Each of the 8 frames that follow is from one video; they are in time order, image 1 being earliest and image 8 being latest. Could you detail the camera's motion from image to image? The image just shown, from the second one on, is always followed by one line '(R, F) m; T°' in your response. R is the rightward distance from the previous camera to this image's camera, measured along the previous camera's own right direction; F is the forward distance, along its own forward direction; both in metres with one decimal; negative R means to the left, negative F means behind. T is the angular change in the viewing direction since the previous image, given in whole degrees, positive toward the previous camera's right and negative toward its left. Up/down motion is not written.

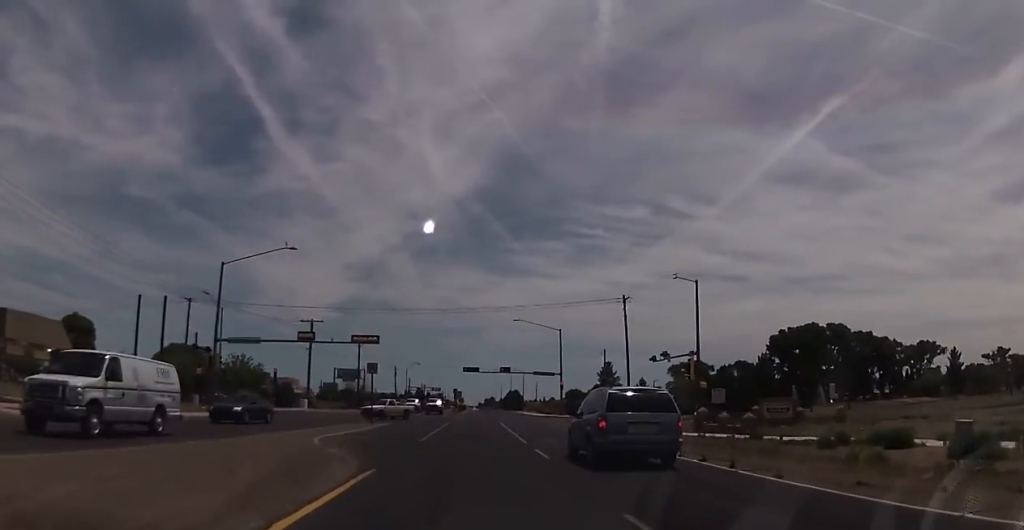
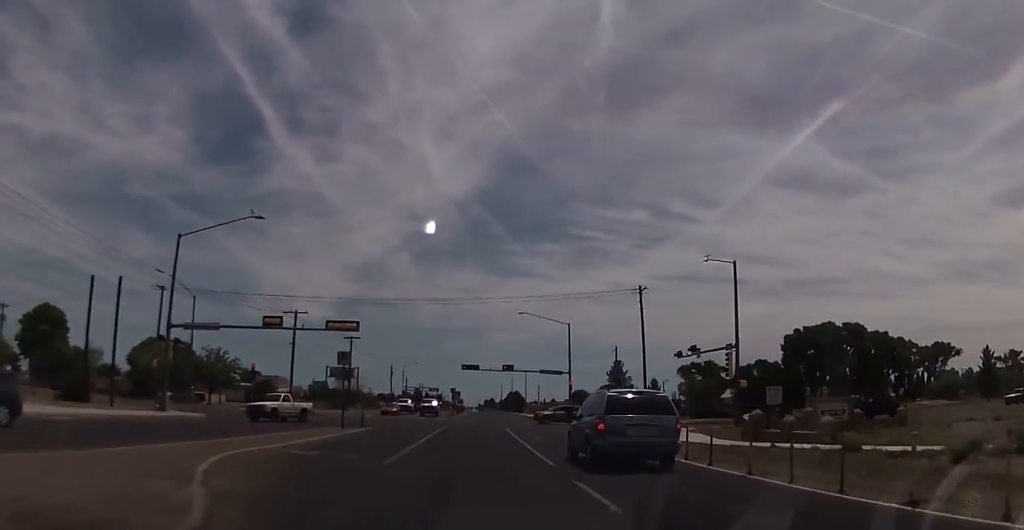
(0.0, +8.3) m; 0°
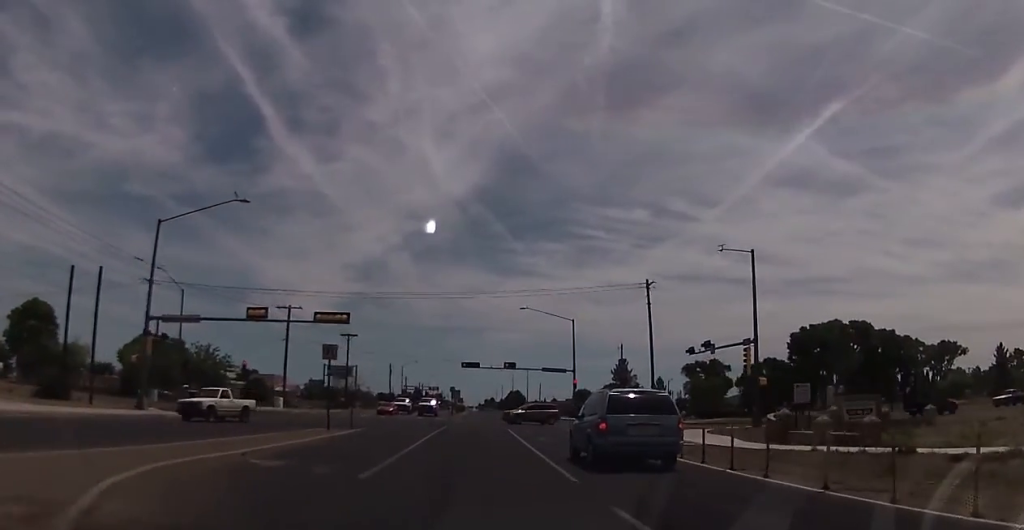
(0.0, +3.1) m; 0°
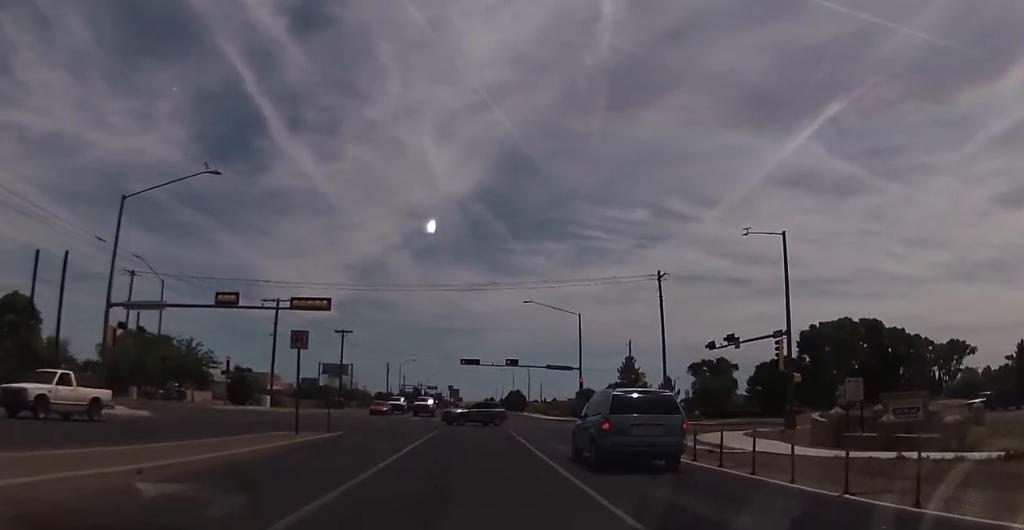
(0.0, +4.8) m; 0°
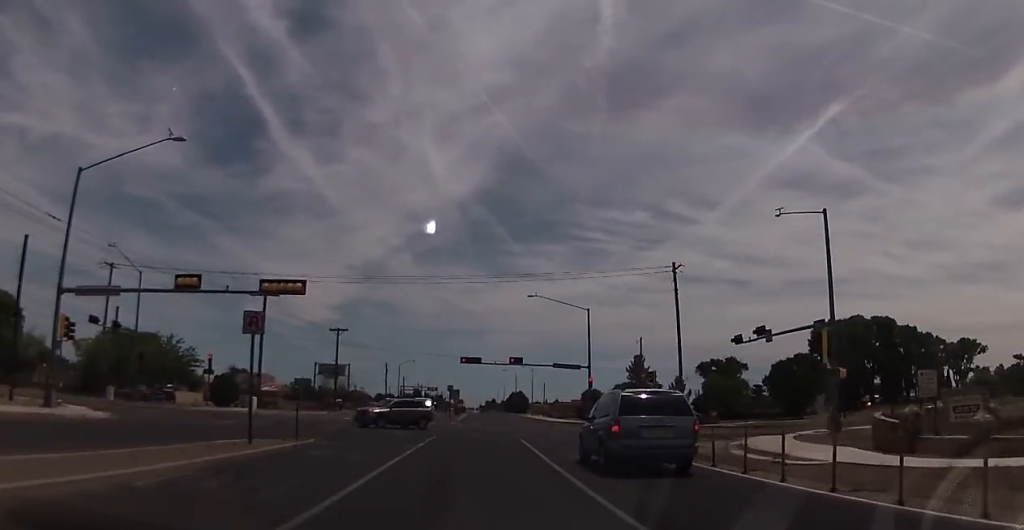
(0.0, +5.0) m; 0°
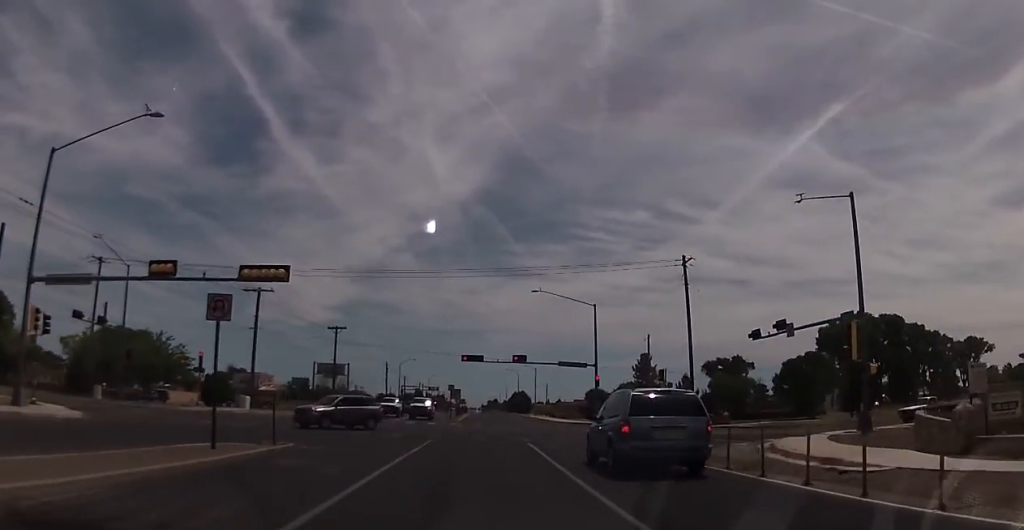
(0.0, +2.6) m; 0°
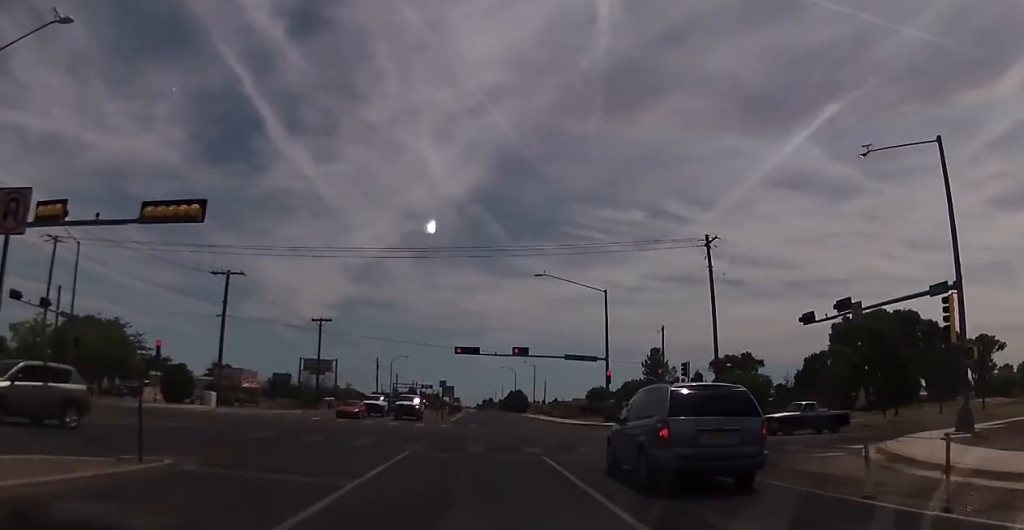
(0.0, +7.4) m; 0°
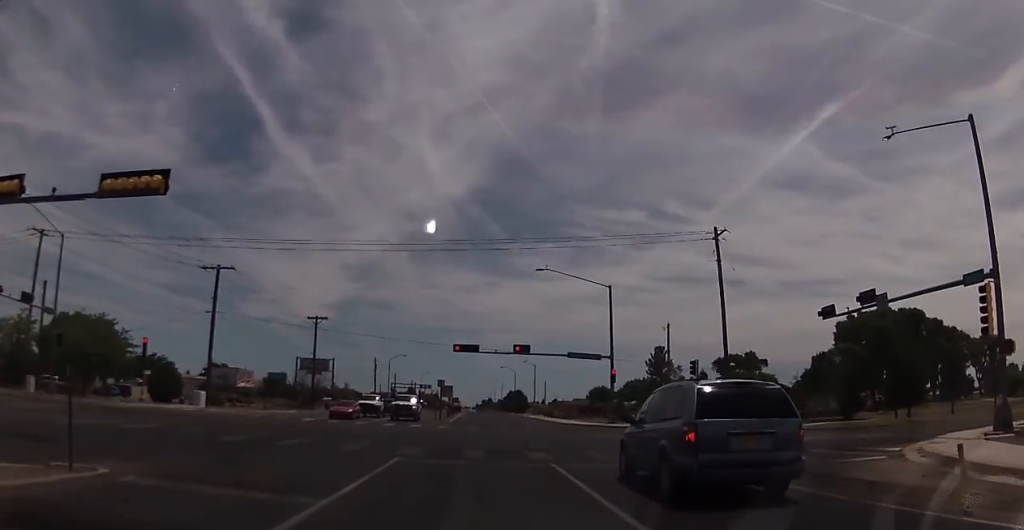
(0.0, +2.3) m; 0°
